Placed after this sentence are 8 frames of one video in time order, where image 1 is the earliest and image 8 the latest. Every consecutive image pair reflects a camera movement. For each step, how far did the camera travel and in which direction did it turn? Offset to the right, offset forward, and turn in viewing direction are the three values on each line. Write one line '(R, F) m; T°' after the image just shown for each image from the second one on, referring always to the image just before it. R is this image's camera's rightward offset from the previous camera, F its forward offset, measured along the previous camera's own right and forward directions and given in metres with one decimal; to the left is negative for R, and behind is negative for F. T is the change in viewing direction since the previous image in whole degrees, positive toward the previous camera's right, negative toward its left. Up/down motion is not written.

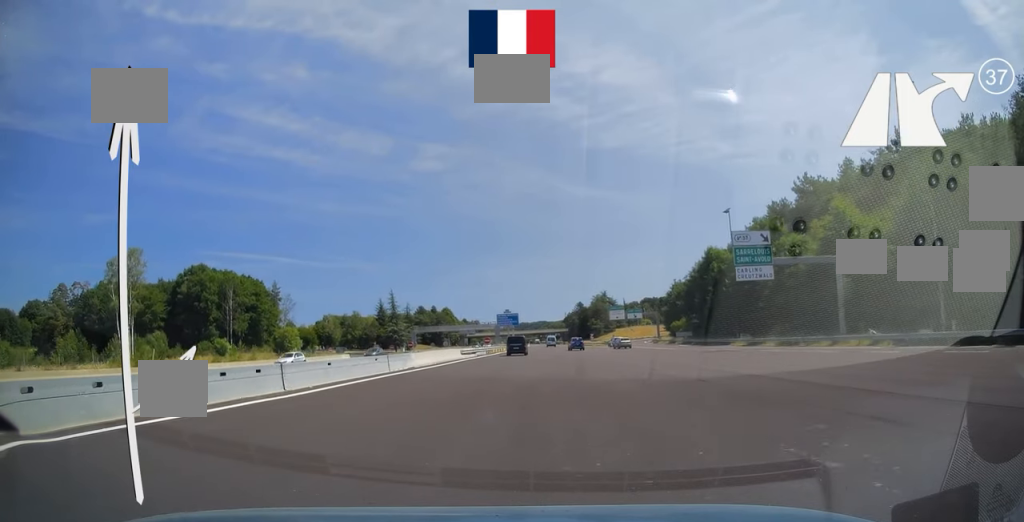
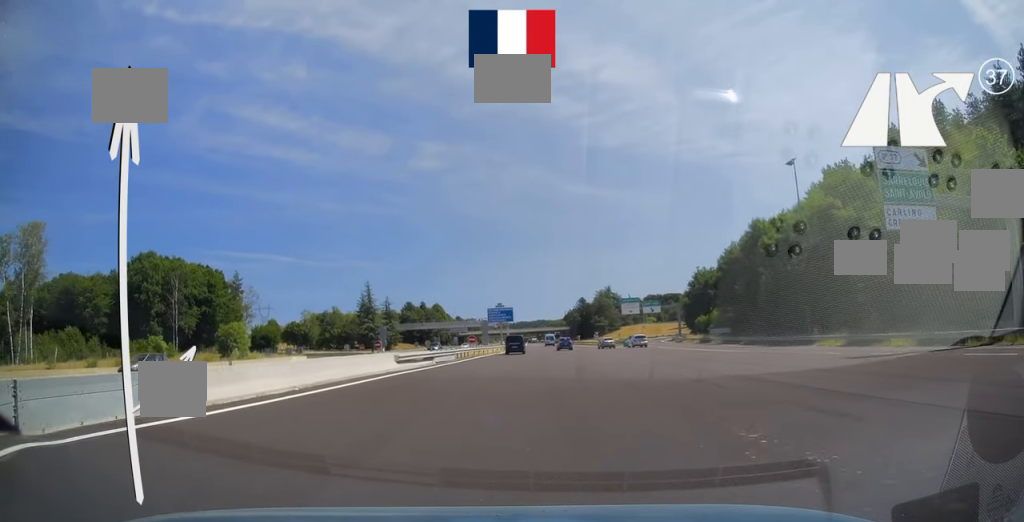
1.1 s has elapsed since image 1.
(+0.2, +23.6) m; +1°
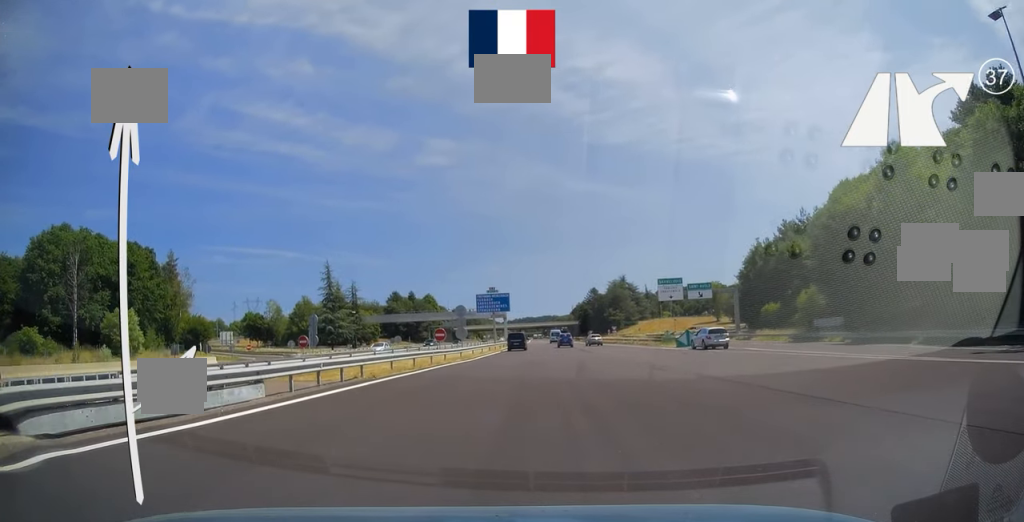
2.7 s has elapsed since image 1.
(-0.1, +33.1) m; -1°
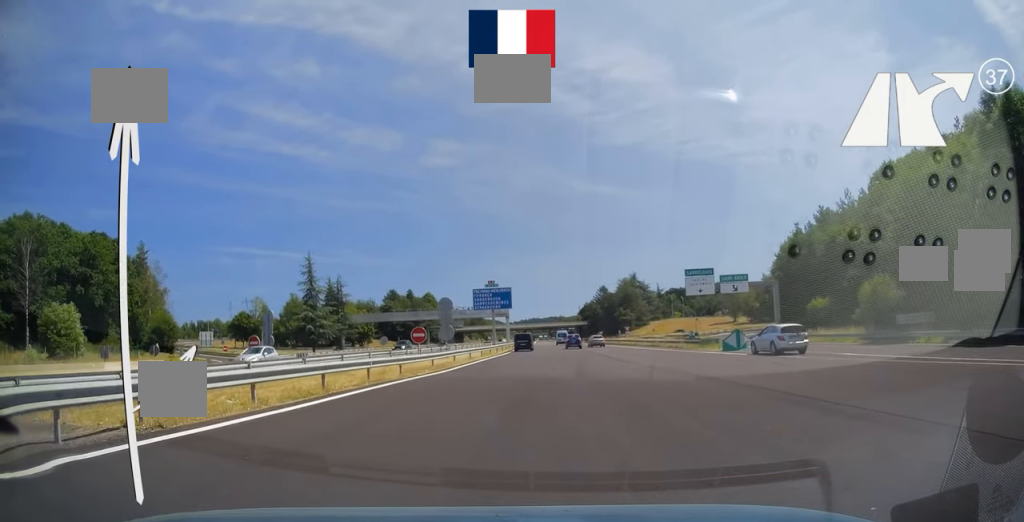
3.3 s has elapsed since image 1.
(0.0, +13.2) m; -1°
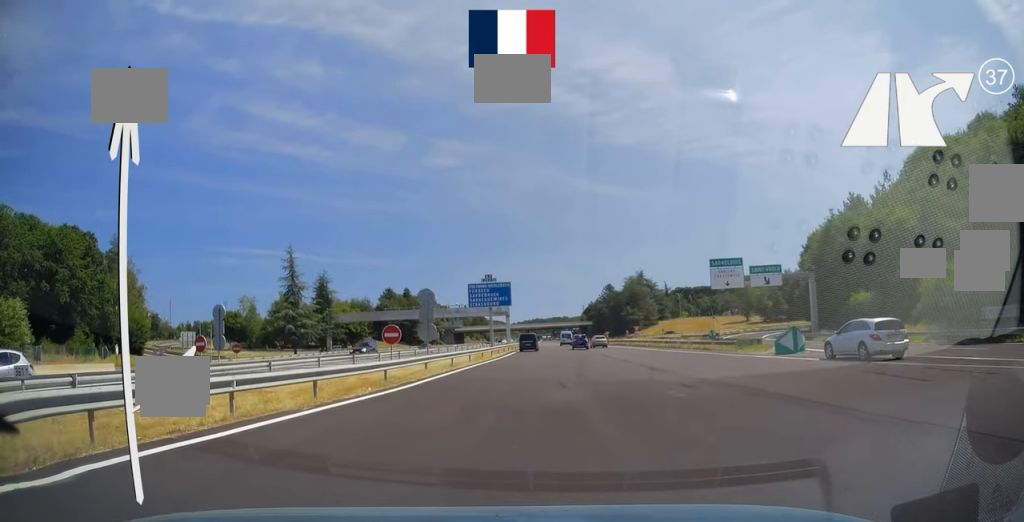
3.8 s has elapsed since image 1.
(+0.1, +9.7) m; -1°
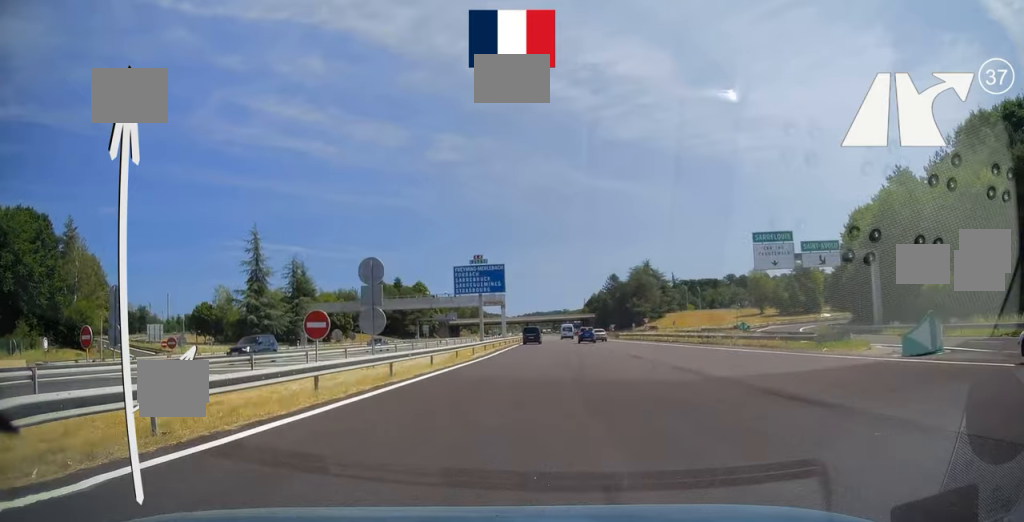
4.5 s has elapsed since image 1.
(-0.3, +13.3) m; 0°
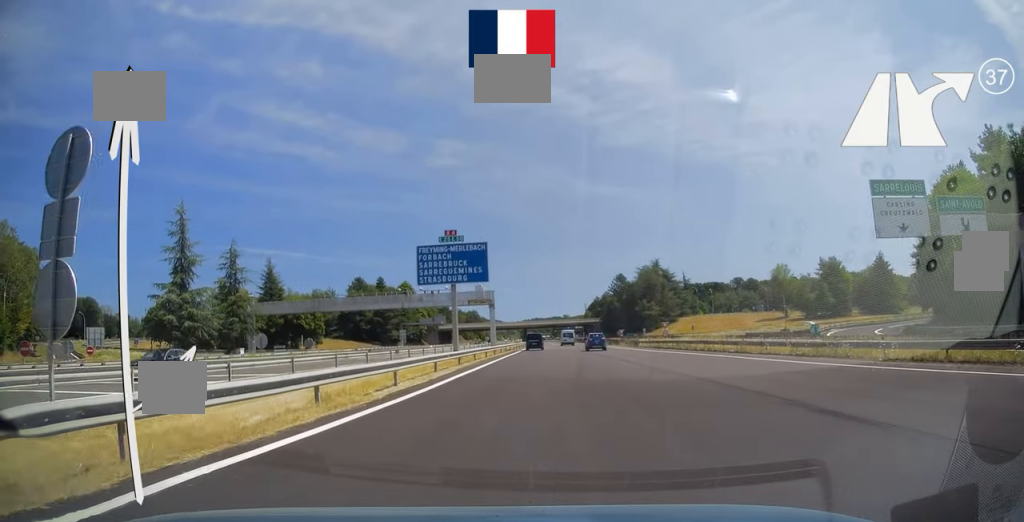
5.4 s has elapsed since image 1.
(+0.1, +19.7) m; +1°
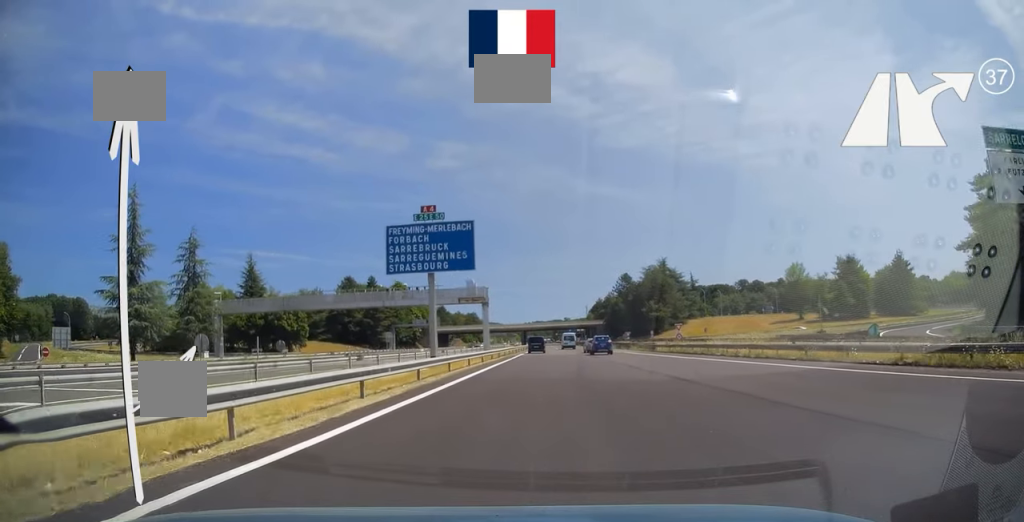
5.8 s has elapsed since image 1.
(+0.1, +9.9) m; 0°
